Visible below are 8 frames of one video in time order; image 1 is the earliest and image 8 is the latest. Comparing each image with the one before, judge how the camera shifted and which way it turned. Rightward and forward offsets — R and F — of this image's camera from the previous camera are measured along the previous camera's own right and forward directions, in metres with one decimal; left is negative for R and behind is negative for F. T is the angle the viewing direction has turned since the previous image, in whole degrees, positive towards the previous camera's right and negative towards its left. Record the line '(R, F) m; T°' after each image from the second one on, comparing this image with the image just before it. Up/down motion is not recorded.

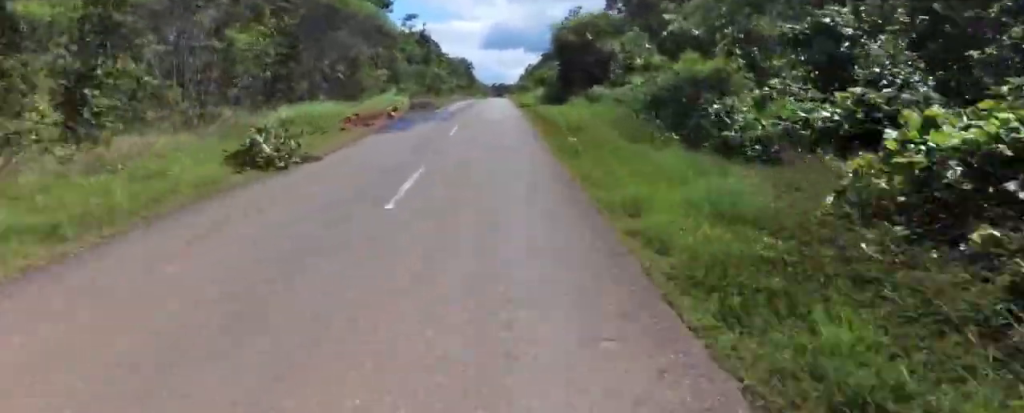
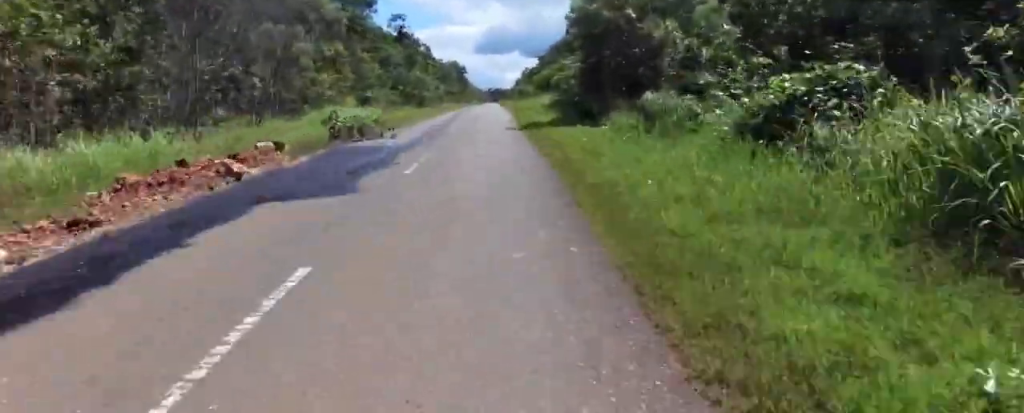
(+0.3, +12.6) m; -1°
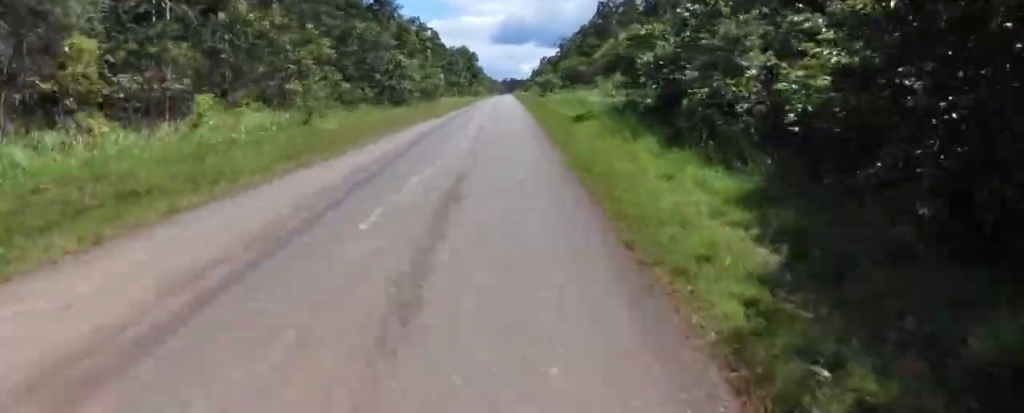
(-0.7, +19.3) m; -2°
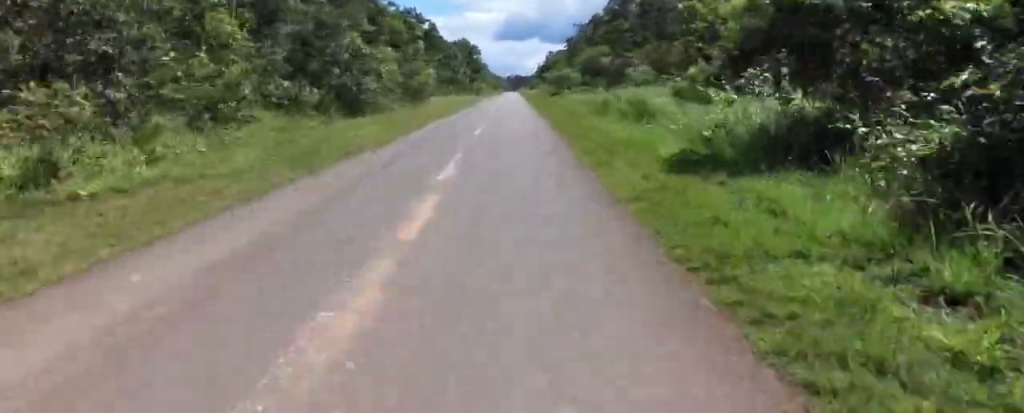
(0.0, +13.0) m; 0°
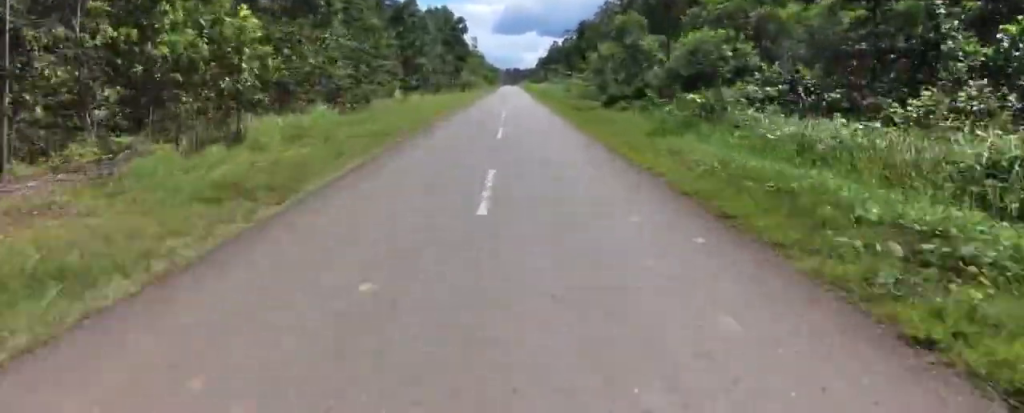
(0.0, +34.5) m; 0°
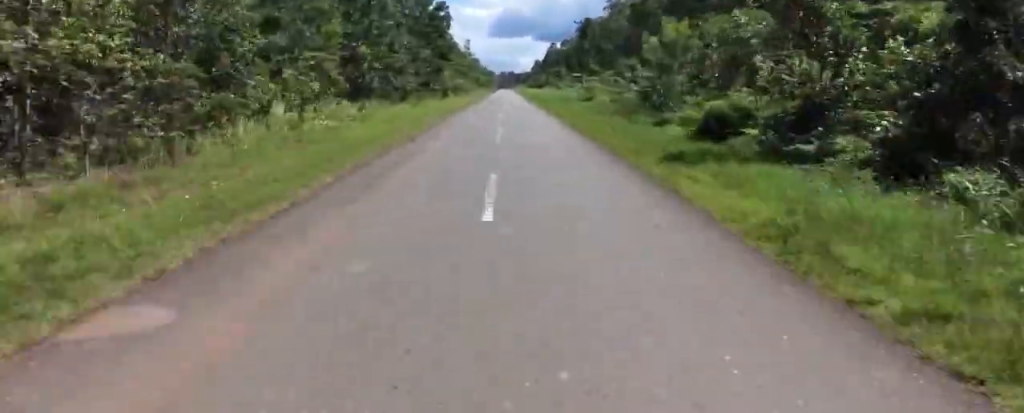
(+0.1, +16.1) m; 0°
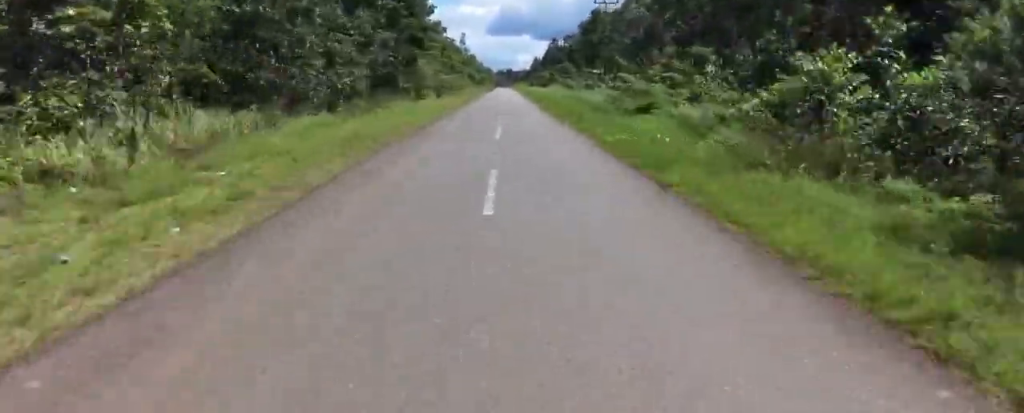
(0.0, +16.5) m; +1°
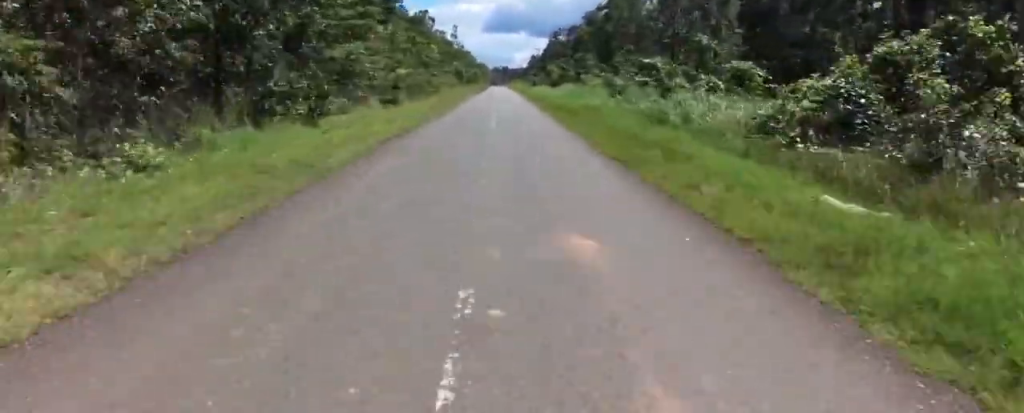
(+0.1, +21.3) m; +1°
